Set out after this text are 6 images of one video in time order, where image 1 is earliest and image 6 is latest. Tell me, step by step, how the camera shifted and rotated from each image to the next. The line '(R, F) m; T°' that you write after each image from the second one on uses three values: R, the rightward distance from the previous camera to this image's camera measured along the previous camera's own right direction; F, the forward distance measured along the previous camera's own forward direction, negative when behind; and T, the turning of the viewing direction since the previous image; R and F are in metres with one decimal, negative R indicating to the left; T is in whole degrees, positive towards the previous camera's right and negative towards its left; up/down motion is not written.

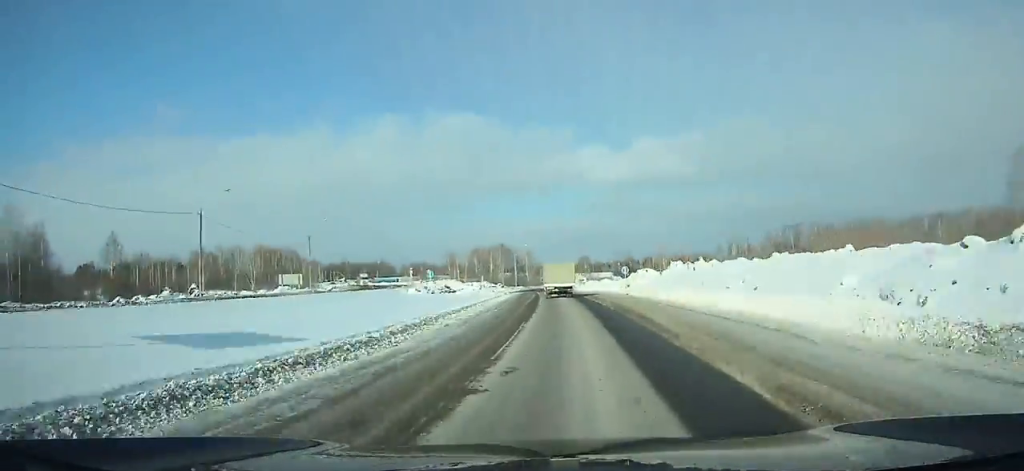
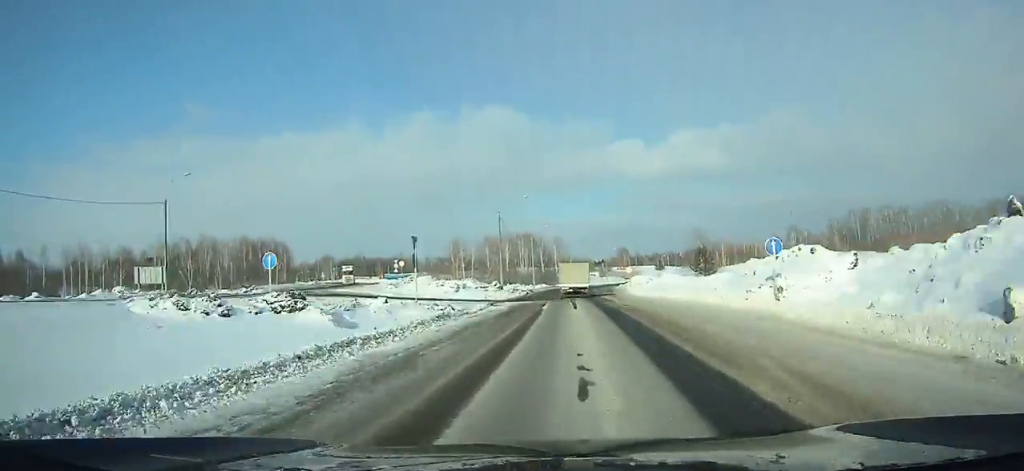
(-1.2, +38.1) m; -3°
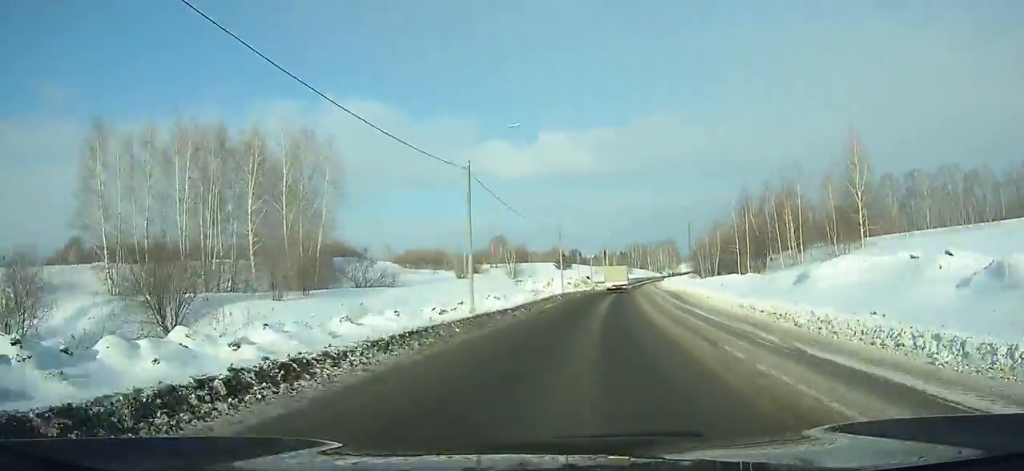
(+5.5, +129.2) m; +12°
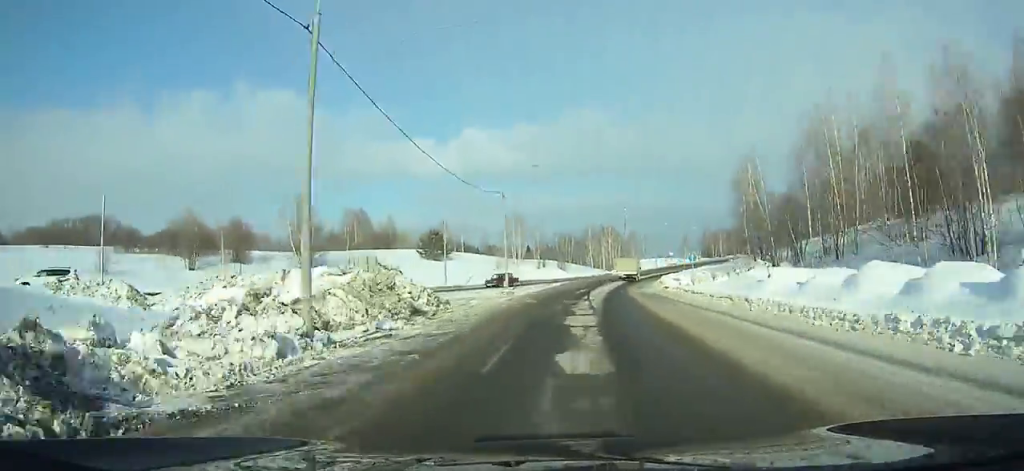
(+6.6, +79.9) m; +8°
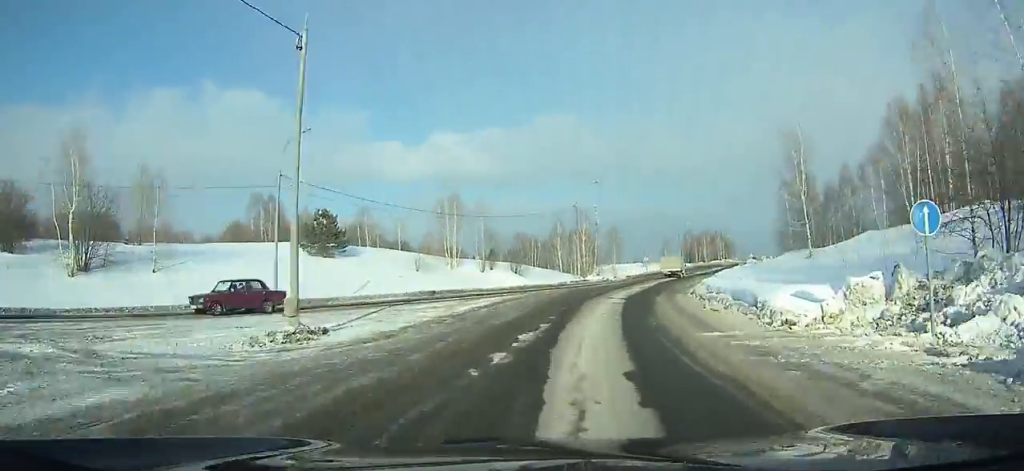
(+0.3, +30.9) m; +4°
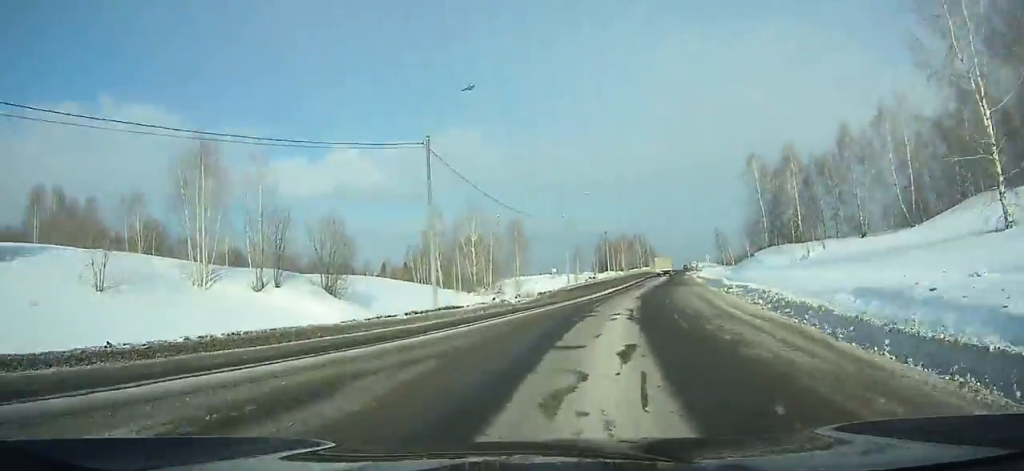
(+1.5, +38.4) m; +9°
